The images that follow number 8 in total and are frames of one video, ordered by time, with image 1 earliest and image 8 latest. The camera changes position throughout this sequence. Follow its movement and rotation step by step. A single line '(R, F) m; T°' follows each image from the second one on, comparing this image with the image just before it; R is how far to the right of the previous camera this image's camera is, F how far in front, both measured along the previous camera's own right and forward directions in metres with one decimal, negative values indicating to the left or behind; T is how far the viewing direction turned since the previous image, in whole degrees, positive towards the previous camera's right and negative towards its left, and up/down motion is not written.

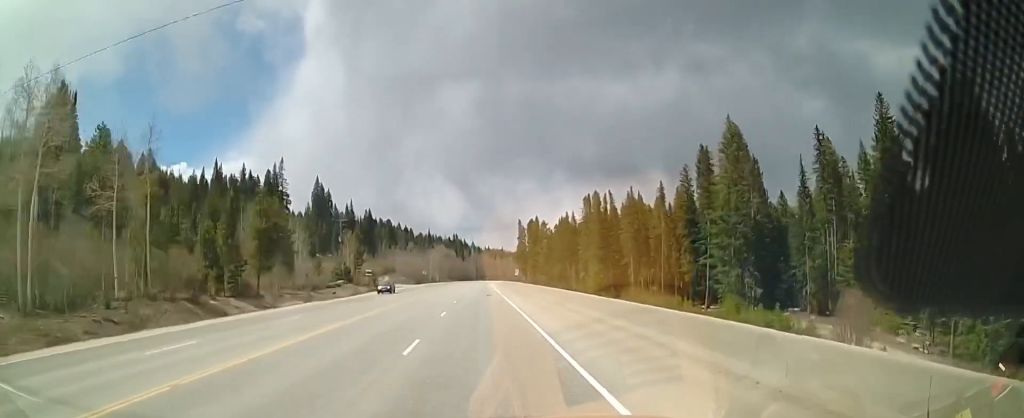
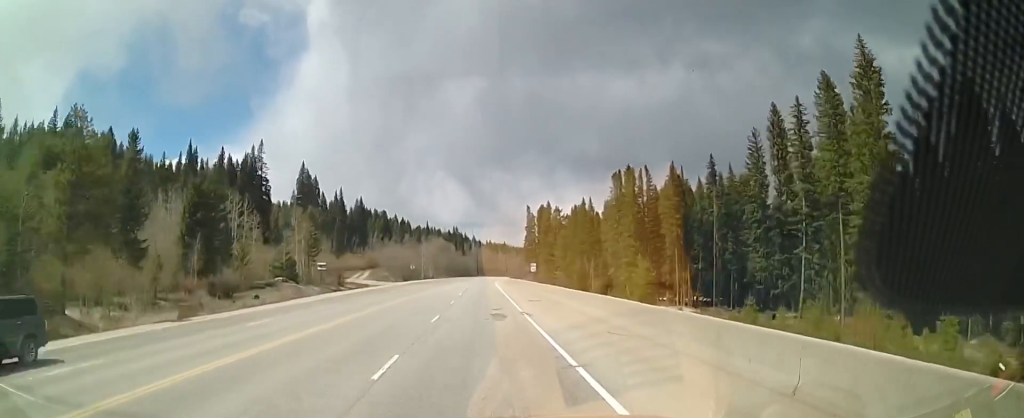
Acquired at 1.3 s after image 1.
(-0.7, +28.1) m; -2°
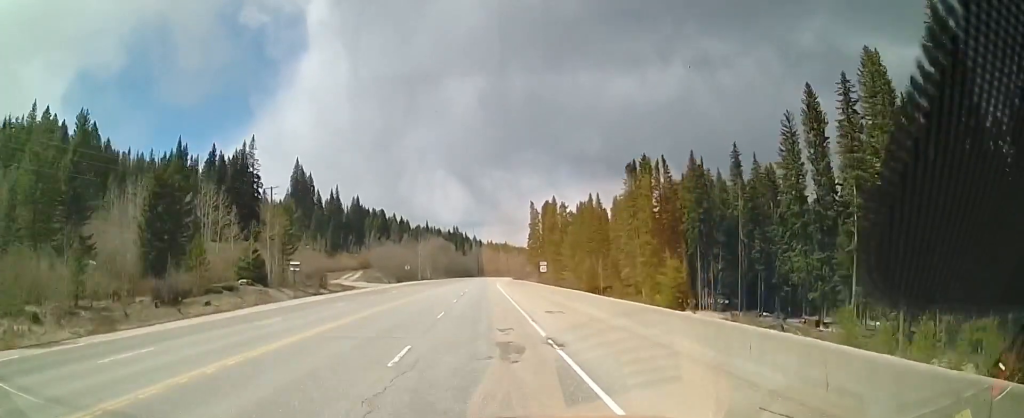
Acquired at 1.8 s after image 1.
(0.0, +9.9) m; 0°
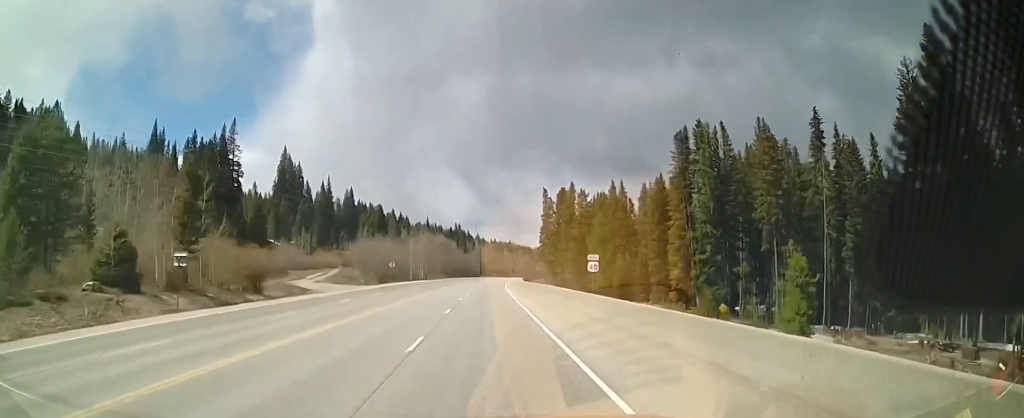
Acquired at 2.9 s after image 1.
(0.0, +23.2) m; +1°
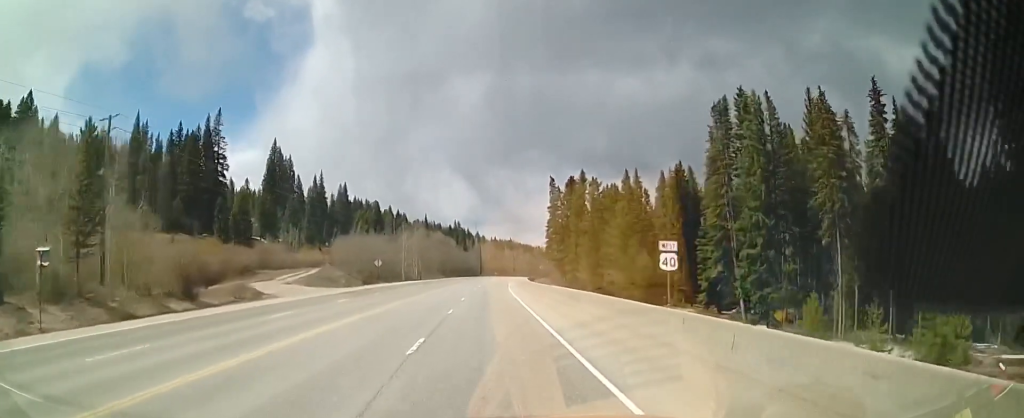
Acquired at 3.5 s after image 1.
(+0.2, +12.6) m; +1°
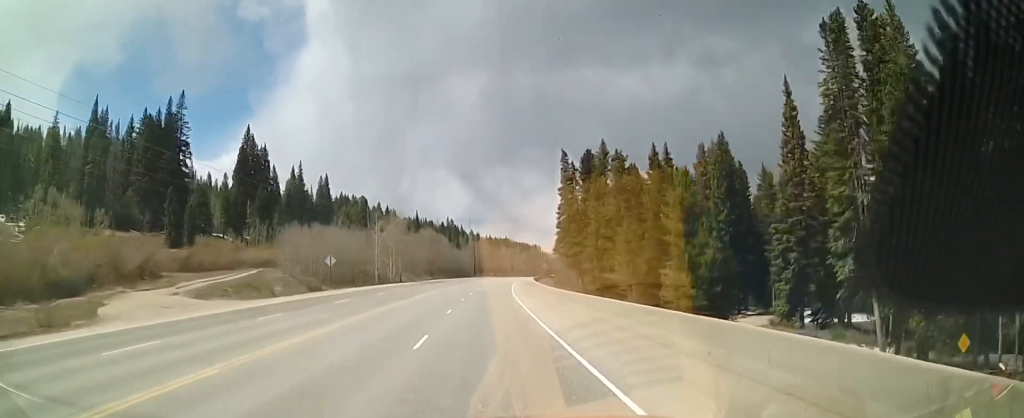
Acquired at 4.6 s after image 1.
(+0.2, +23.1) m; +1°
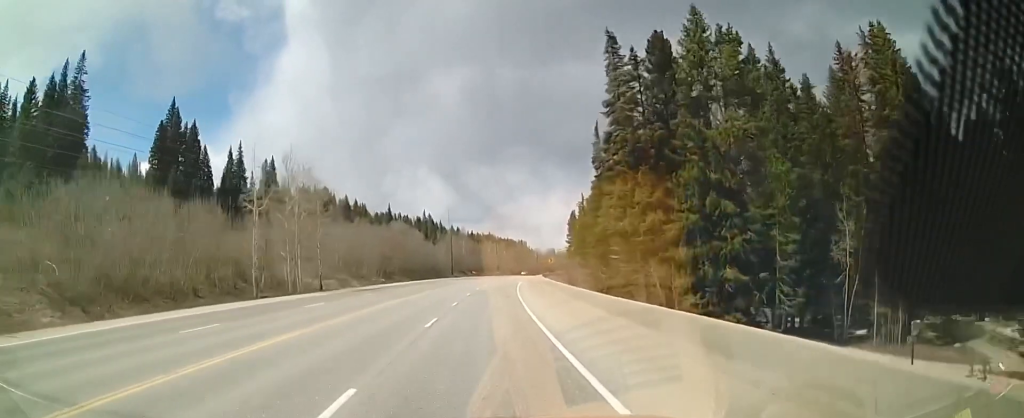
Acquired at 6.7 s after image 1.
(+0.7, +43.1) m; +3°
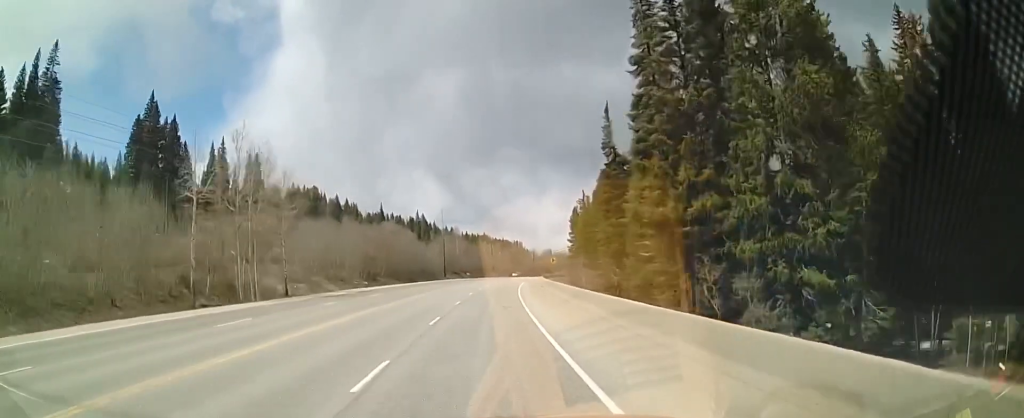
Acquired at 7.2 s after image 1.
(0.0, +9.5) m; +1°
